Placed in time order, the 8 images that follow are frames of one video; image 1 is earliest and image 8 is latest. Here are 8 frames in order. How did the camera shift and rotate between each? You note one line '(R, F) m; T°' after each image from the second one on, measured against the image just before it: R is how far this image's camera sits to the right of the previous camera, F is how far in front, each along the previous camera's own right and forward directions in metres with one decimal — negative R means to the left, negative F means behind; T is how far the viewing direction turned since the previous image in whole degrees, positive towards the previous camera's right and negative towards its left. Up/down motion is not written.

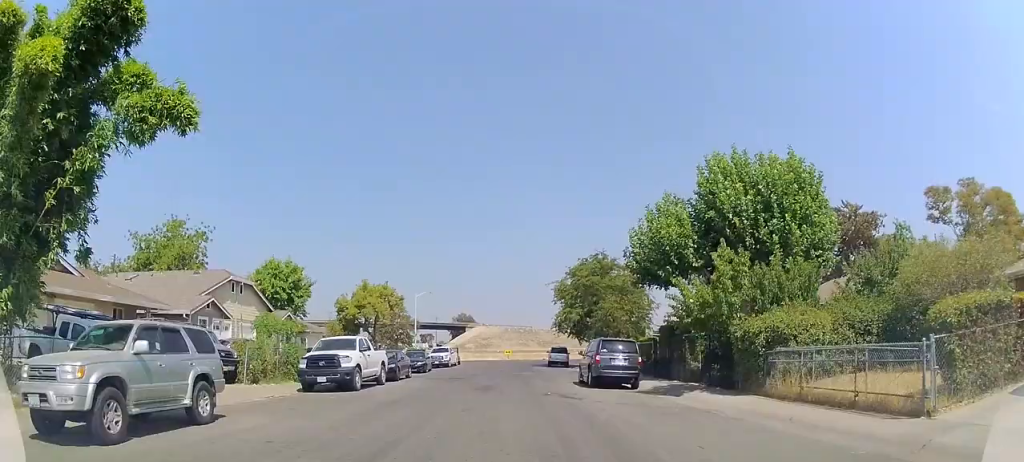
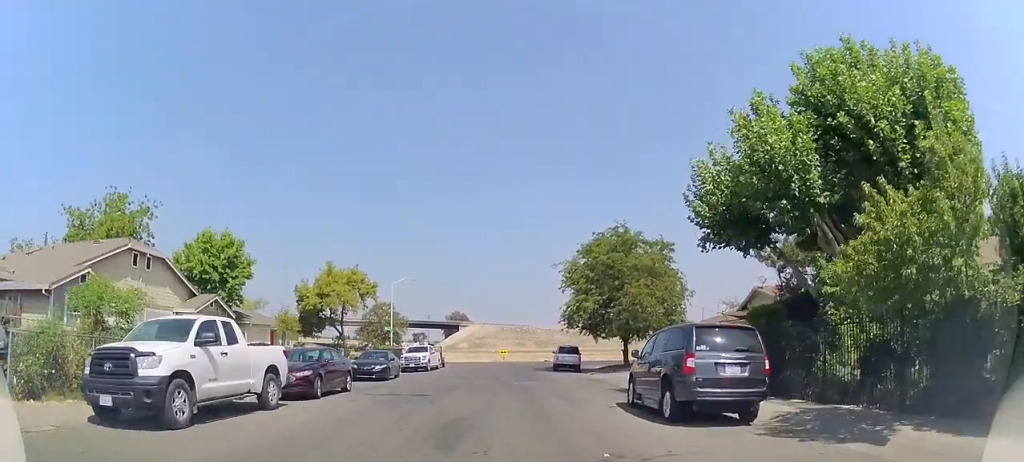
(-0.4, +10.2) m; -4°
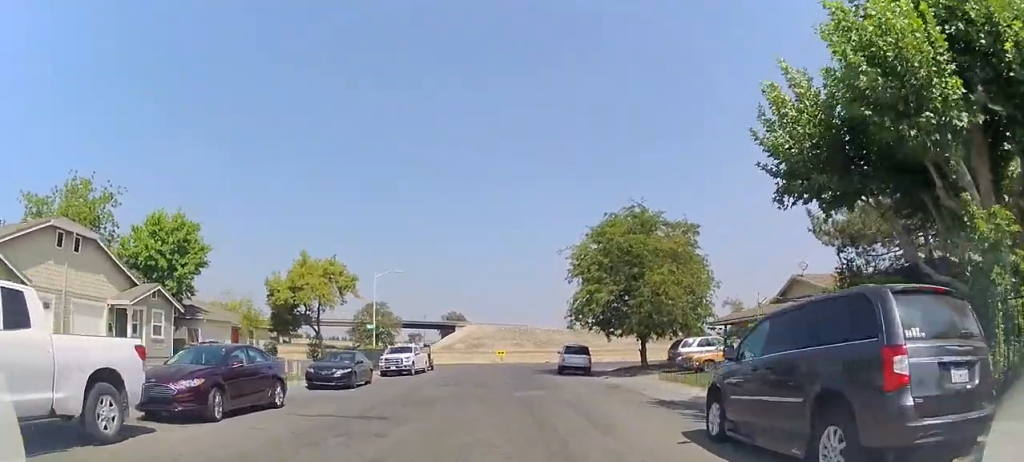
(-0.2, +5.4) m; 0°
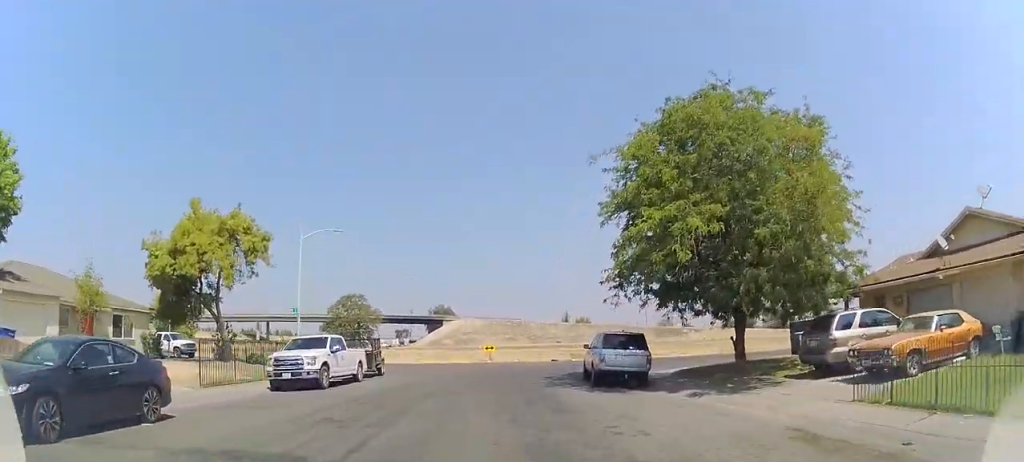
(+0.8, +14.3) m; +3°
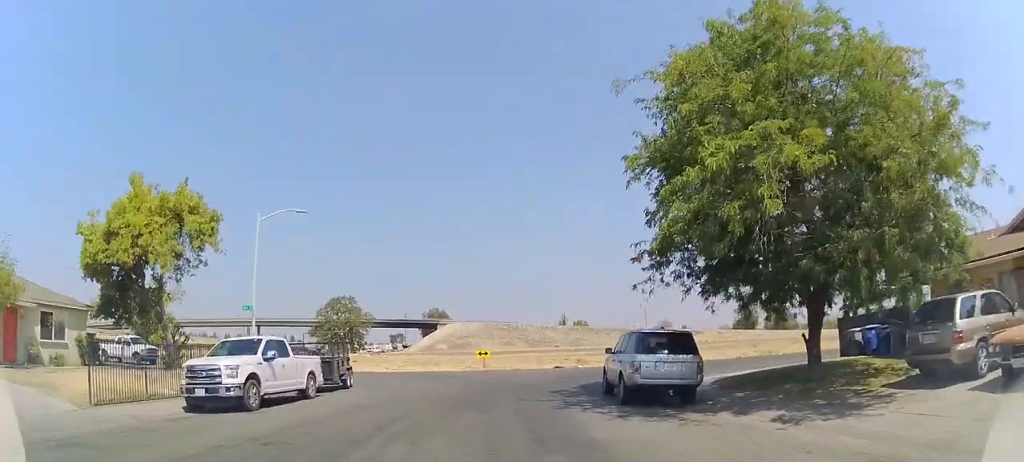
(0.0, +4.9) m; 0°
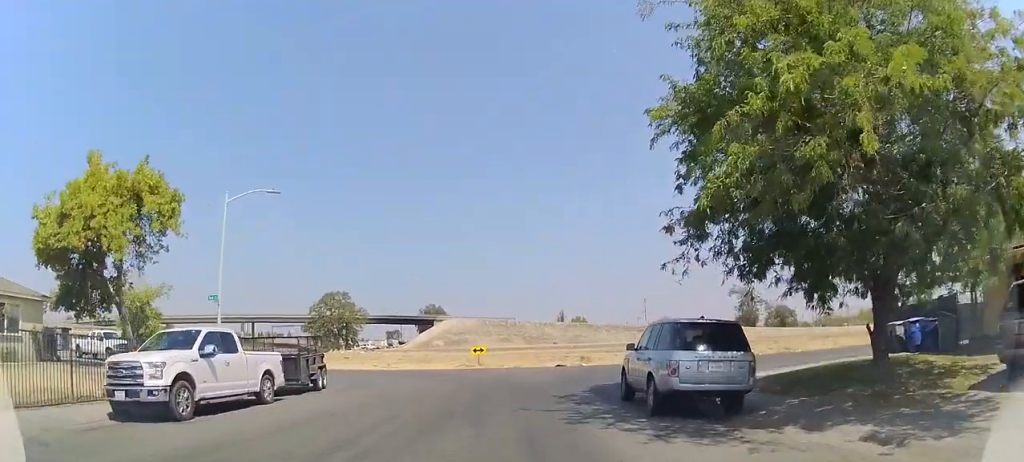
(0.0, +3.0) m; 0°
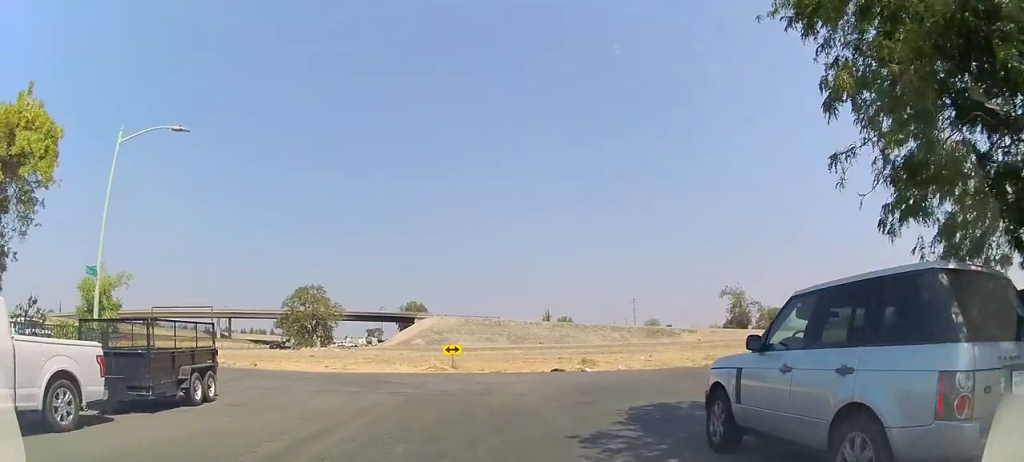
(0.0, +7.1) m; 0°
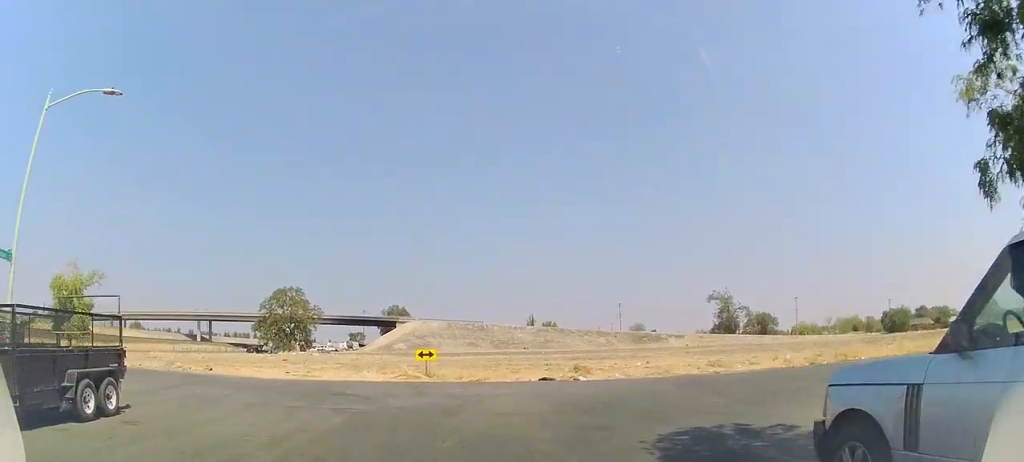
(0.0, +3.6) m; 0°
